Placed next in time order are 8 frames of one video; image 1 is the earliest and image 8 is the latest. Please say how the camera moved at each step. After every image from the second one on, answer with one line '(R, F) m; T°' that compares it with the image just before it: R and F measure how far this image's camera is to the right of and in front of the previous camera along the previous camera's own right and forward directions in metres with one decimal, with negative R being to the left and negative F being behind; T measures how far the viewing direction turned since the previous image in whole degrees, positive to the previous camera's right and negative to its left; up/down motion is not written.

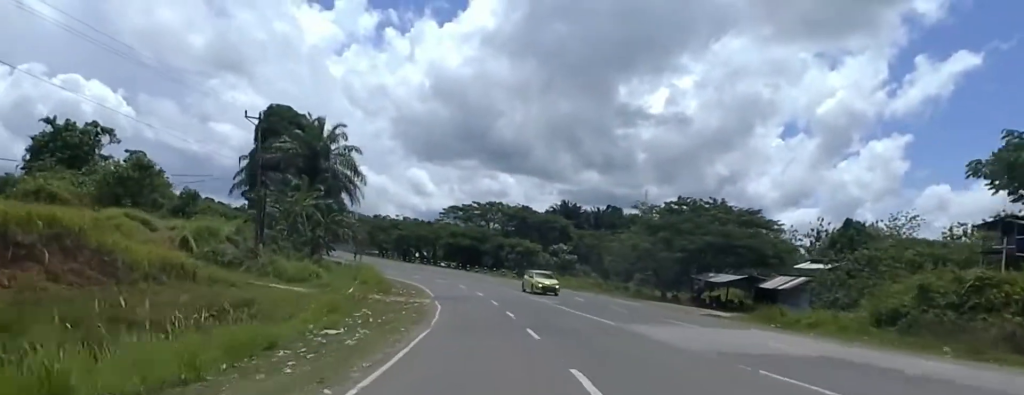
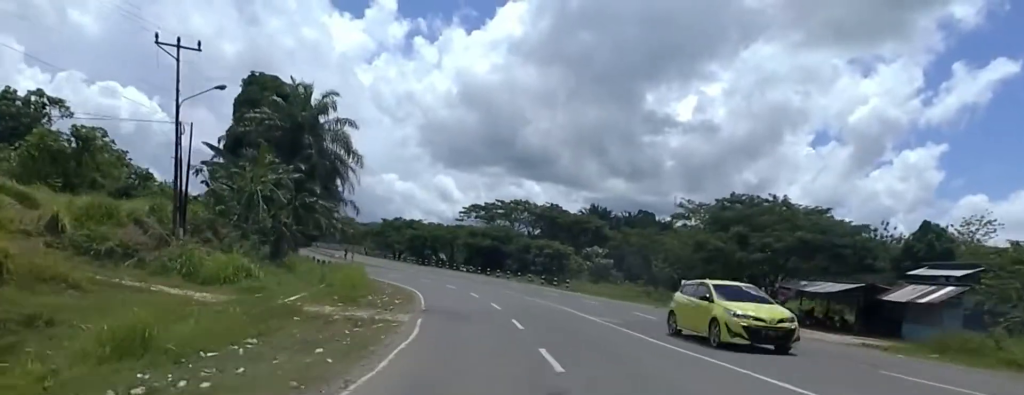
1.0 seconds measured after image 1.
(-0.3, +11.6) m; -4°
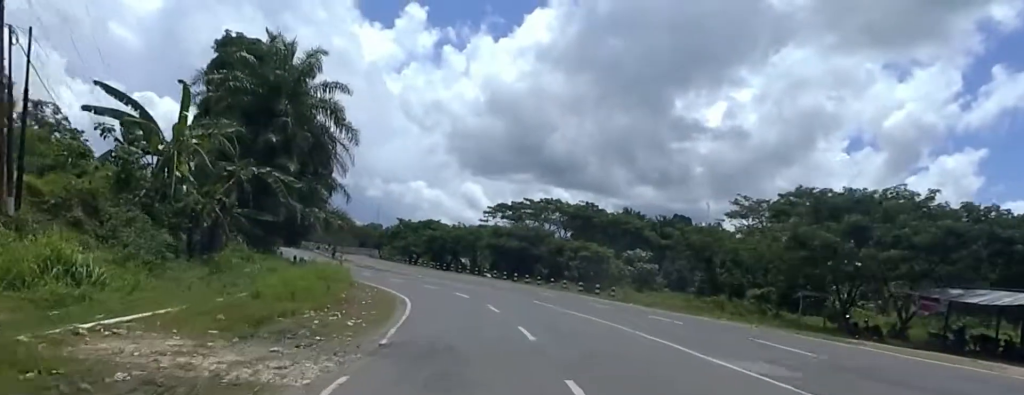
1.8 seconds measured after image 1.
(-0.4, +10.4) m; -4°
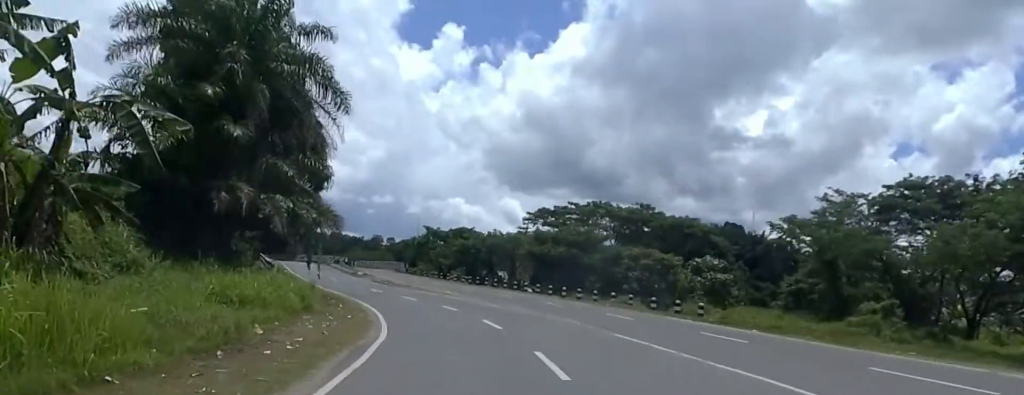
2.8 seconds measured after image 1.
(-0.4, +11.5) m; -3°
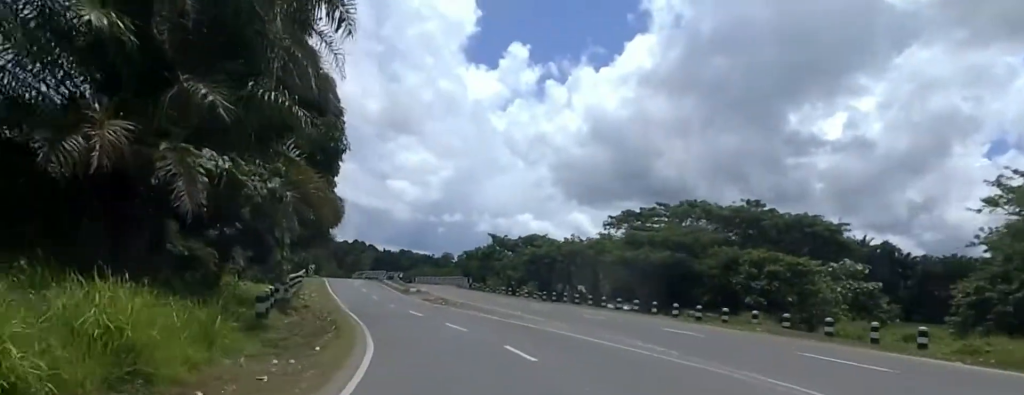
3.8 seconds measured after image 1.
(-0.1, +11.5) m; -5°
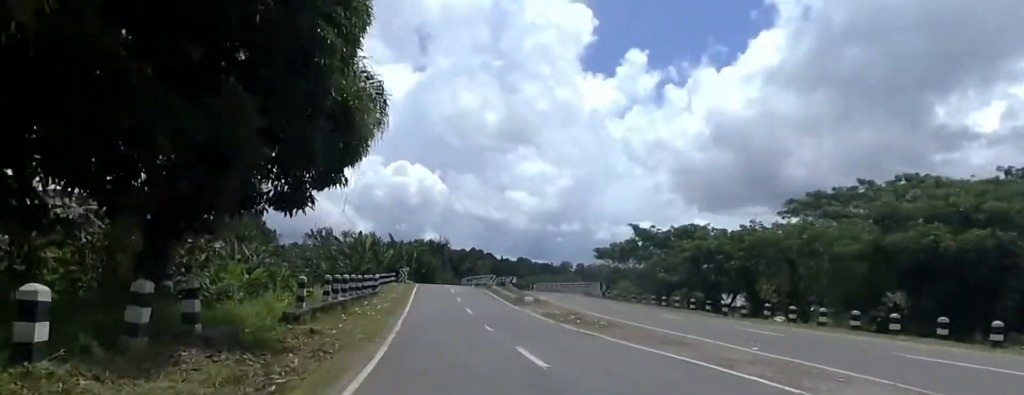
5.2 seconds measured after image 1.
(-1.6, +15.0) m; -13°
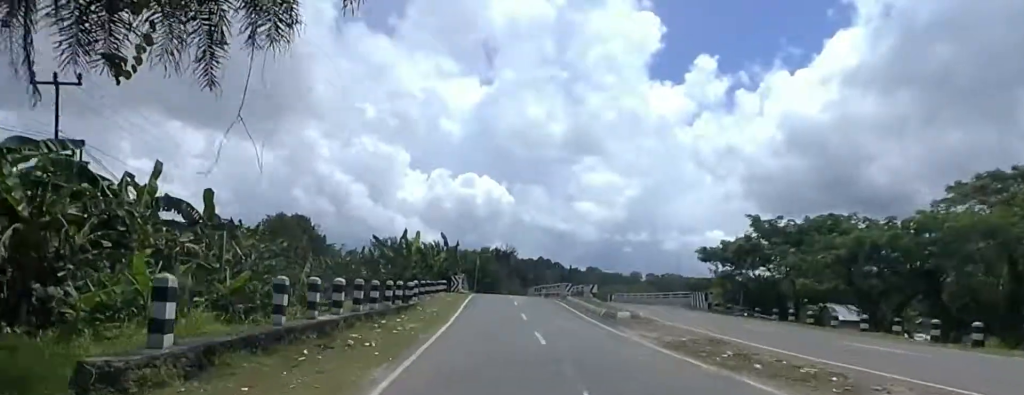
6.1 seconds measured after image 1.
(-0.4, +10.0) m; -1°
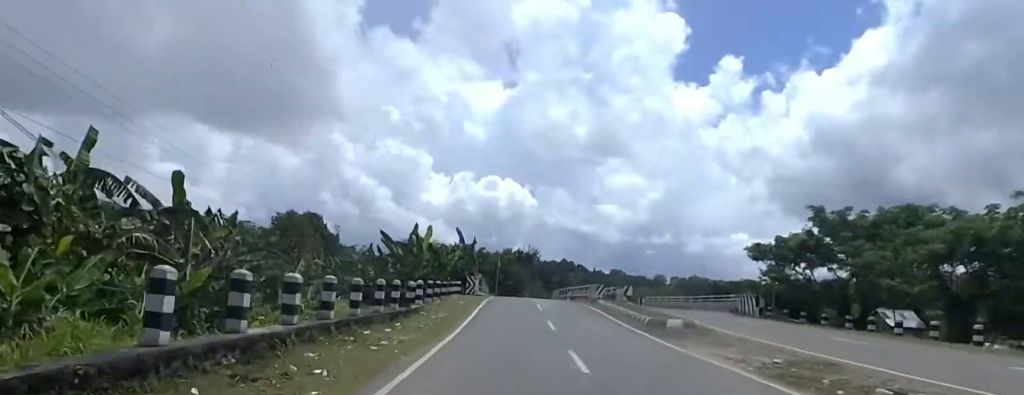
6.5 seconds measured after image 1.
(0.0, +4.6) m; 0°
